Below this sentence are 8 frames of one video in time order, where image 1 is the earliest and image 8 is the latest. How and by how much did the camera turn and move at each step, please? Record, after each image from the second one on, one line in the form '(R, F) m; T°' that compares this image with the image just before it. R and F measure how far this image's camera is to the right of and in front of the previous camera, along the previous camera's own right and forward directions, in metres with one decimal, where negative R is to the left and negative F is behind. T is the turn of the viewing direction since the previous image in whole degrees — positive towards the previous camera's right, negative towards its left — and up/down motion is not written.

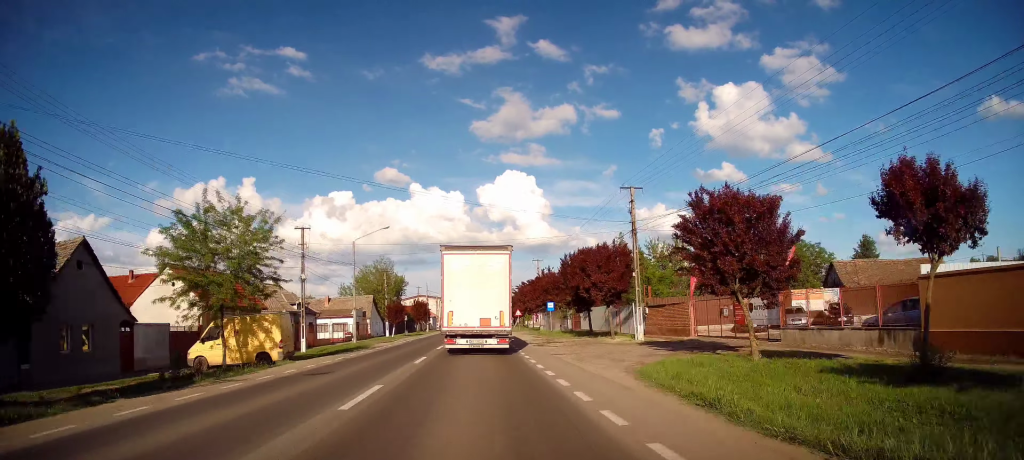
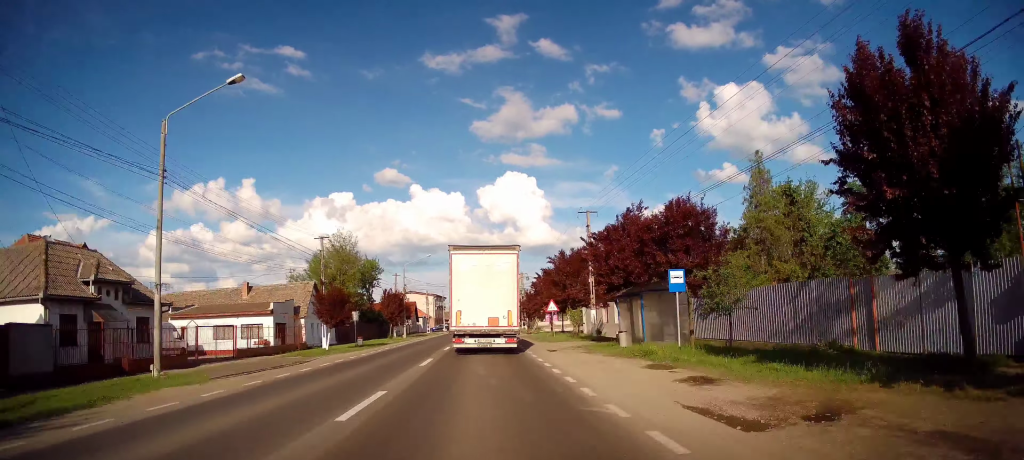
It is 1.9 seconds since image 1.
(0.0, +27.7) m; 0°
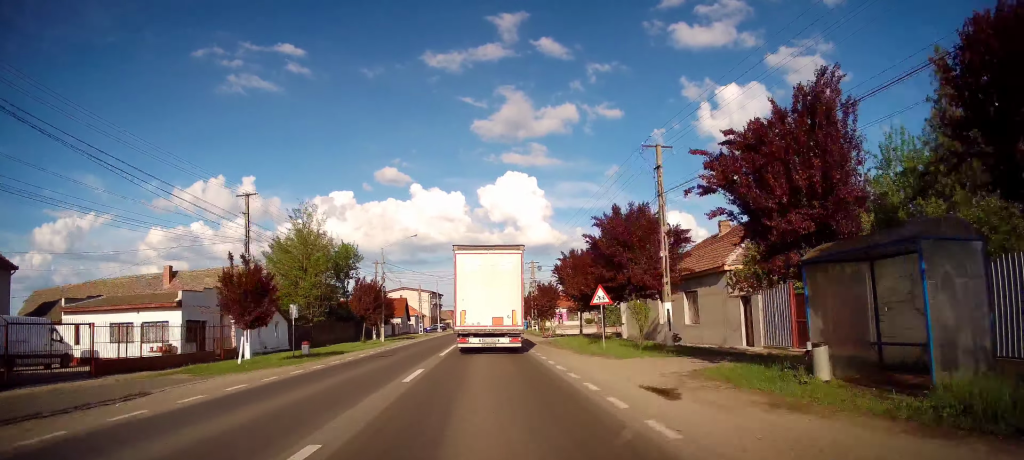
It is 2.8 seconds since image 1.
(0.0, +13.2) m; 0°
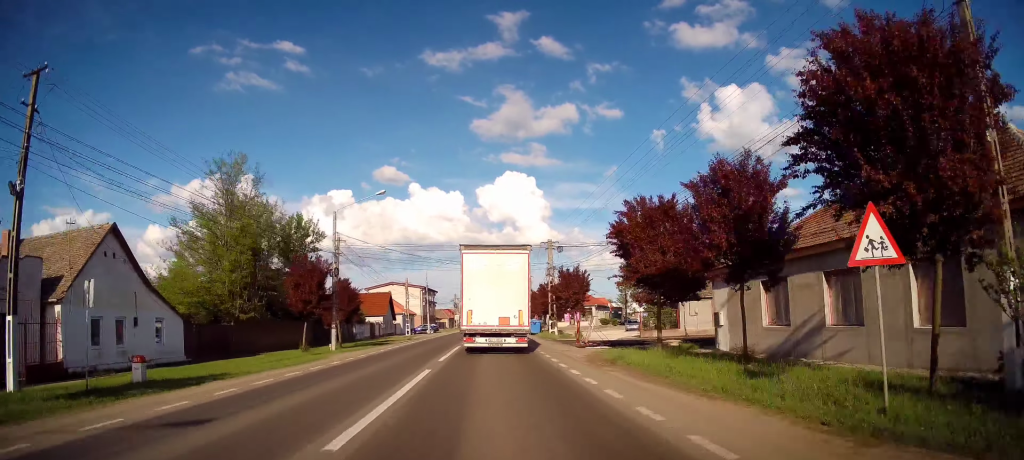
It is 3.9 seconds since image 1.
(0.0, +15.3) m; 0°
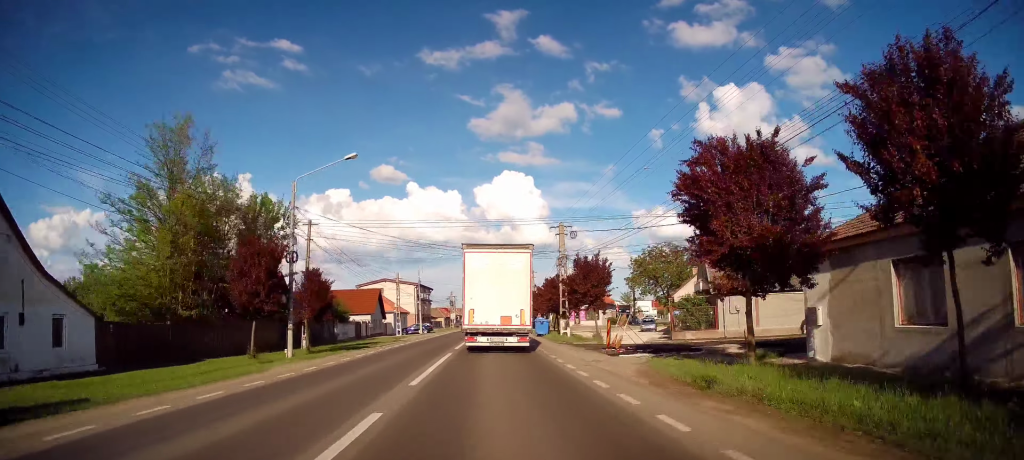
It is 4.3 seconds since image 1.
(0.0, +6.3) m; 0°
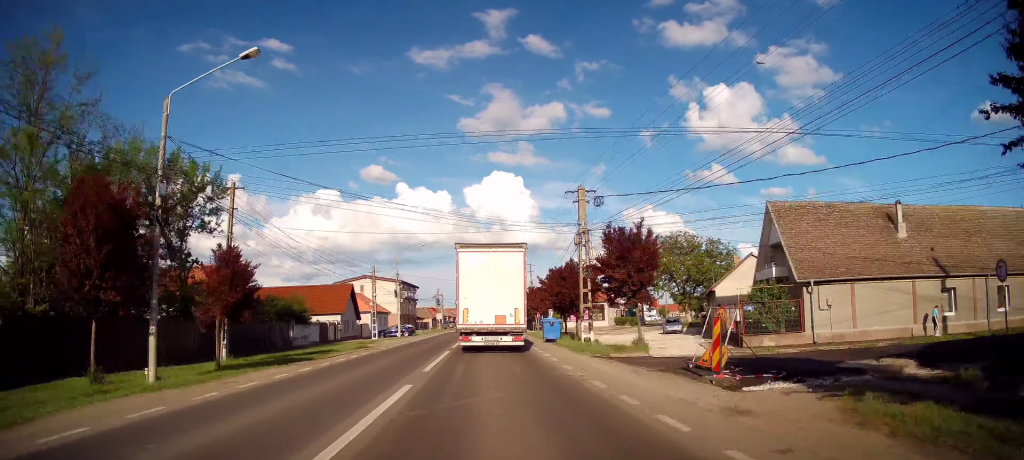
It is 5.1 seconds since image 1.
(0.0, +10.5) m; +1°
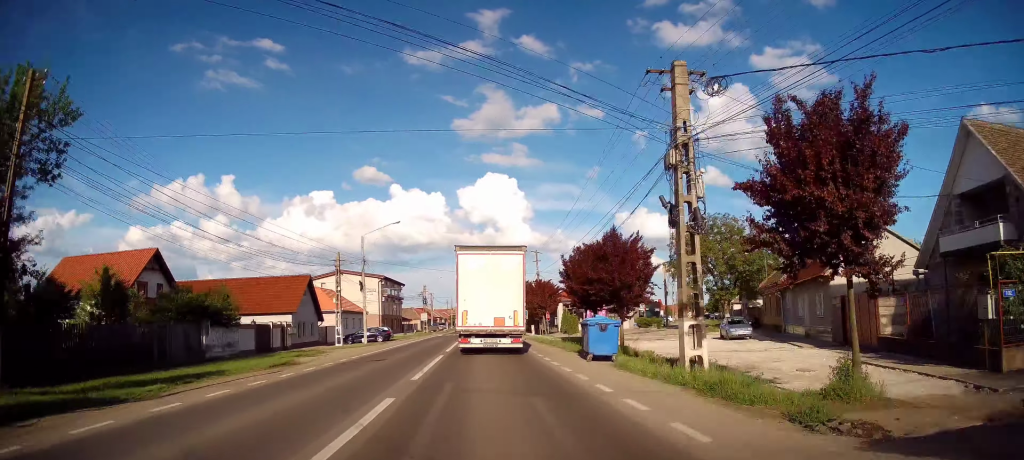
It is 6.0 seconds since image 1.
(+0.3, +13.3) m; +2°
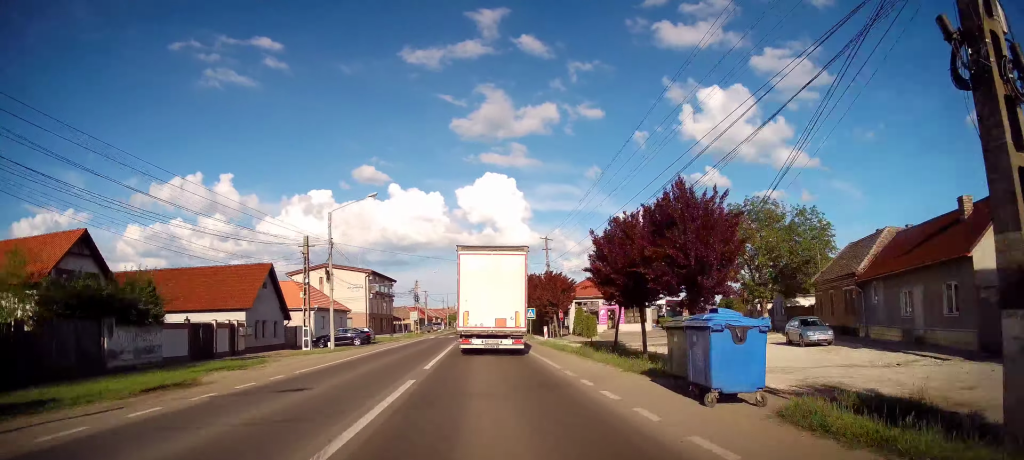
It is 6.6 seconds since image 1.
(+0.2, +8.6) m; +1°
